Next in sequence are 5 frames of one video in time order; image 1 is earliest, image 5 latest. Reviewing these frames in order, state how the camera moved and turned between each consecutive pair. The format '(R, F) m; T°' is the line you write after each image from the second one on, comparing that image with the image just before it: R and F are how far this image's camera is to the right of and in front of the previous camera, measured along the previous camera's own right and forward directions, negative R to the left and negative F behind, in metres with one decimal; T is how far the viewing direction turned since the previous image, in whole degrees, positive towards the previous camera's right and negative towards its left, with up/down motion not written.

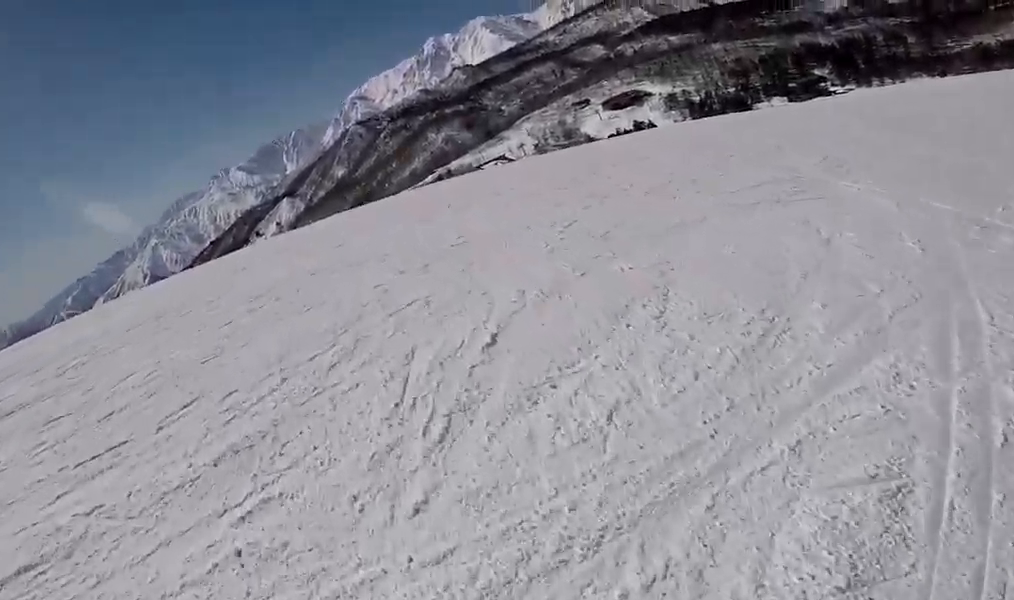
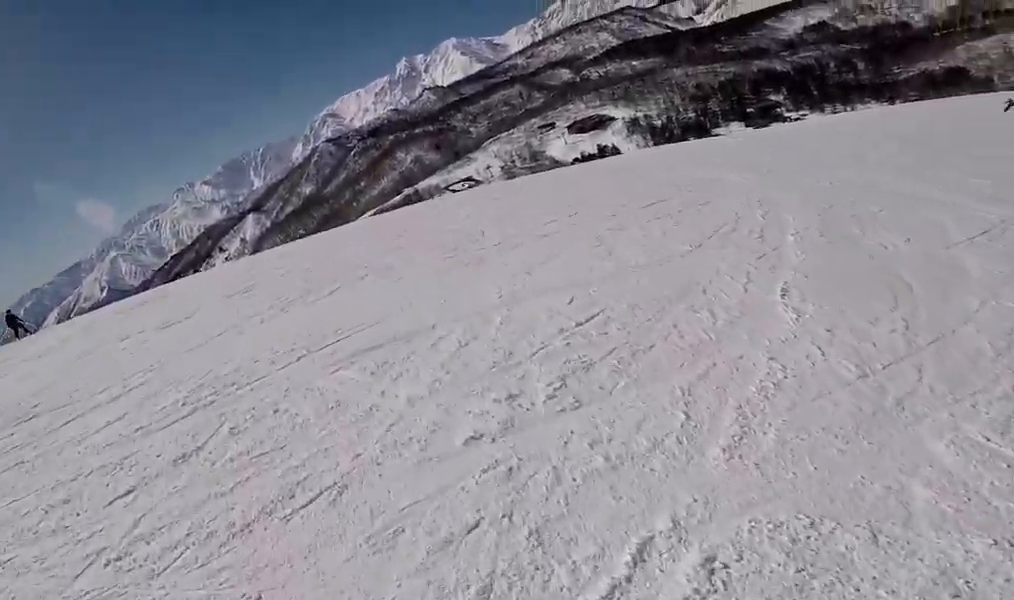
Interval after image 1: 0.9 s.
(-0.2, +3.7) m; -2°
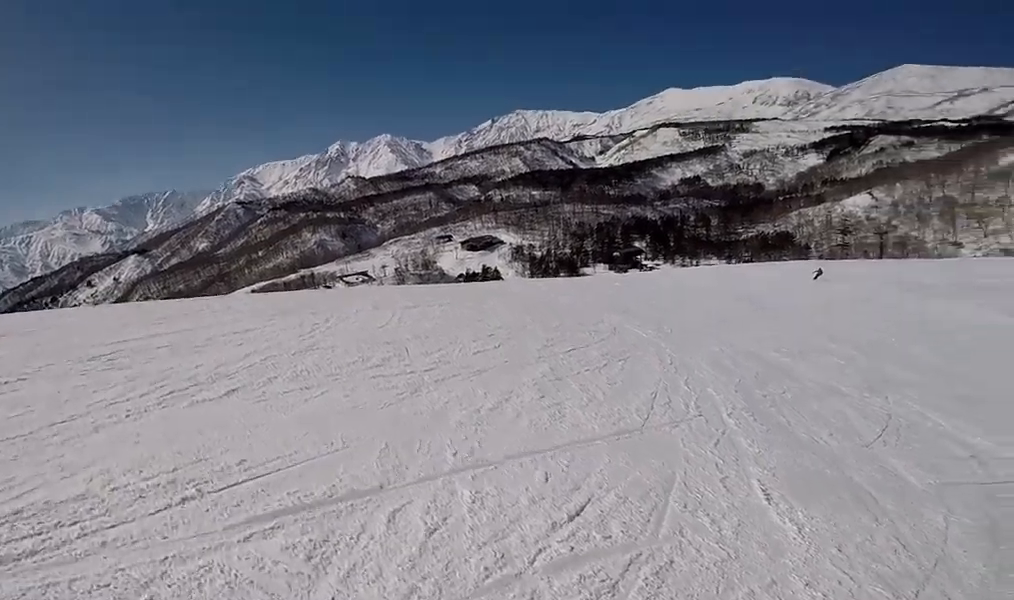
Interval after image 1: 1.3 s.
(0.0, +1.6) m; +7°
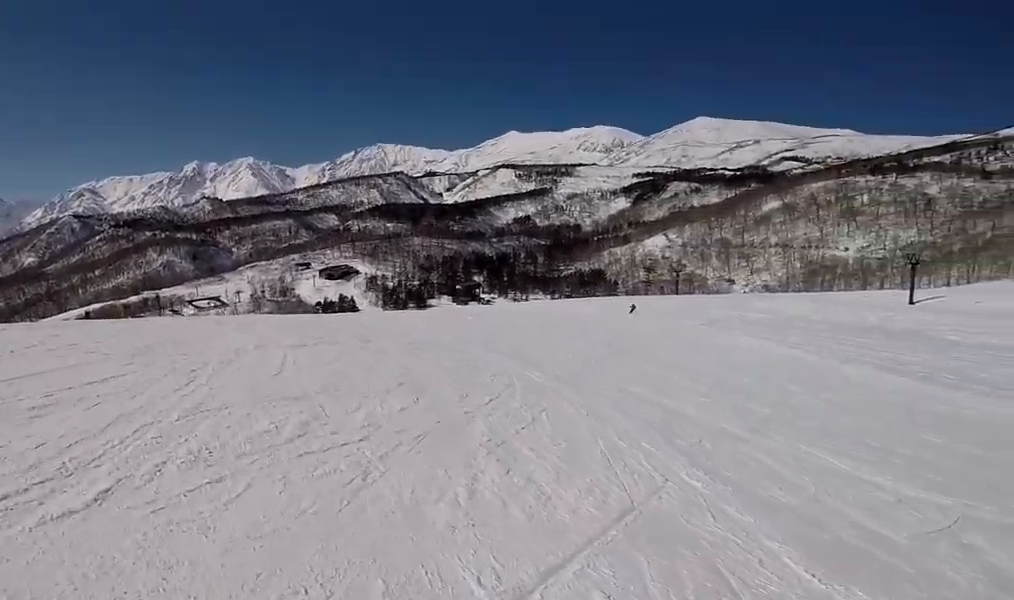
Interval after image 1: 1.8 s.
(-0.3, +2.1) m; +10°
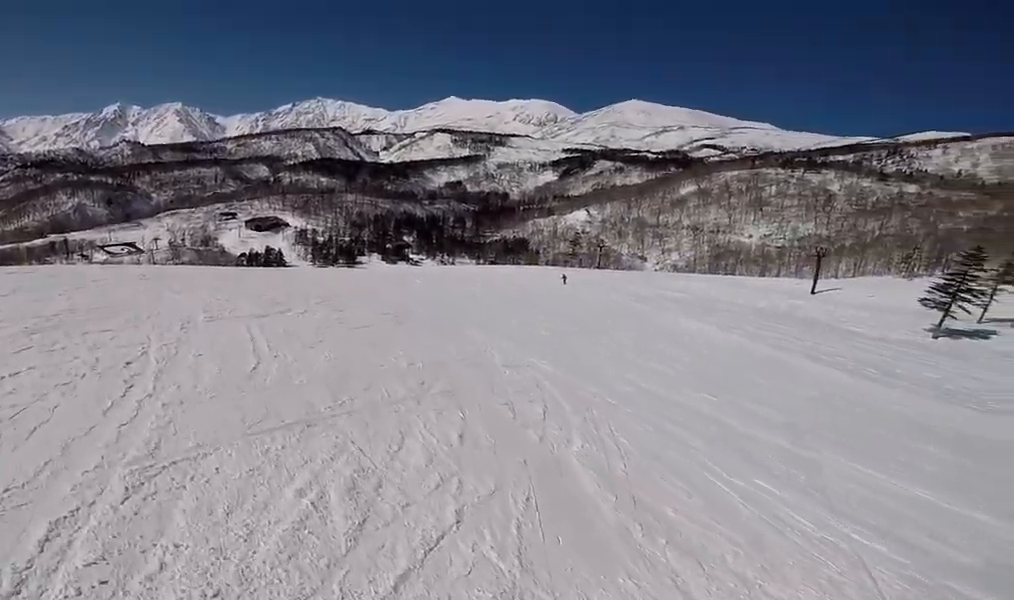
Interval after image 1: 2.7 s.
(+1.1, +3.0) m; +8°
